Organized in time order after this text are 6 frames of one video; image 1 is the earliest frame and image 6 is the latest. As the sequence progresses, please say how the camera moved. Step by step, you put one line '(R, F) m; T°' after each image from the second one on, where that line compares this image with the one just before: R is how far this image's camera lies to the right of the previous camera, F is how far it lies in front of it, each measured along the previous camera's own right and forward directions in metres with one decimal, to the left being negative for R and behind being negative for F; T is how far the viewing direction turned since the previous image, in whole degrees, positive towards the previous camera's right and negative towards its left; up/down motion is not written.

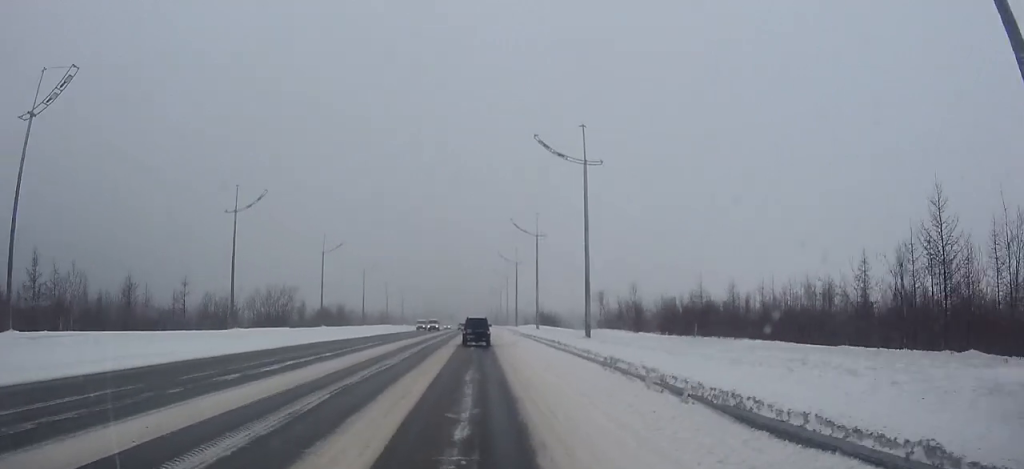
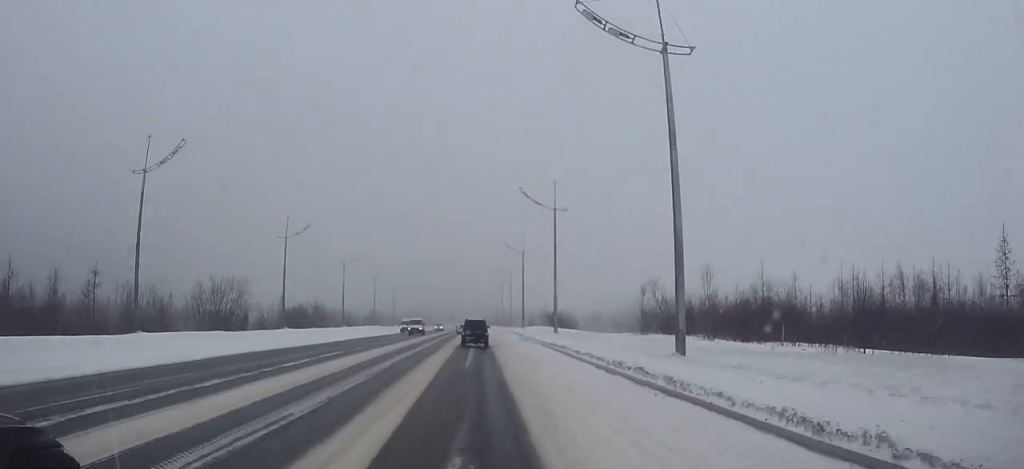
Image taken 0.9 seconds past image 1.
(0.0, +13.3) m; 0°
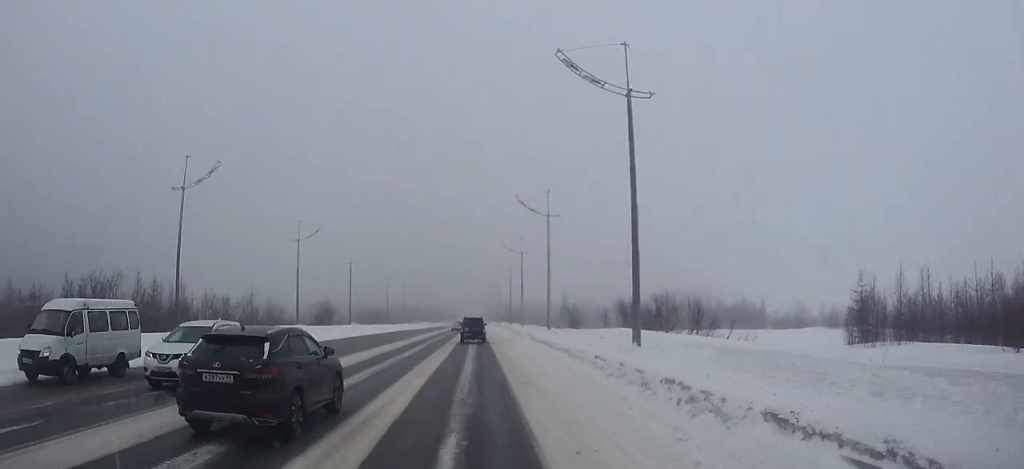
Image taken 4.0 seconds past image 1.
(-0.1, +46.2) m; 0°
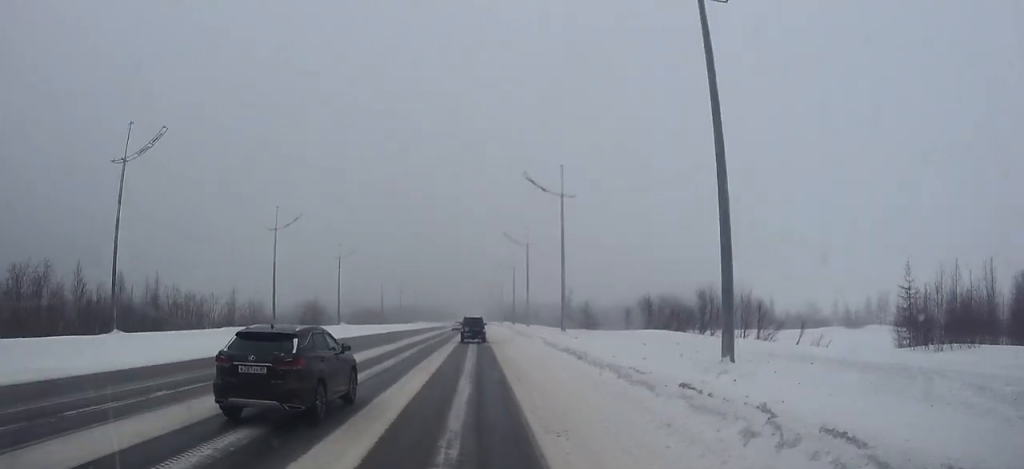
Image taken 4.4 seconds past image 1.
(0.0, +7.2) m; 0°
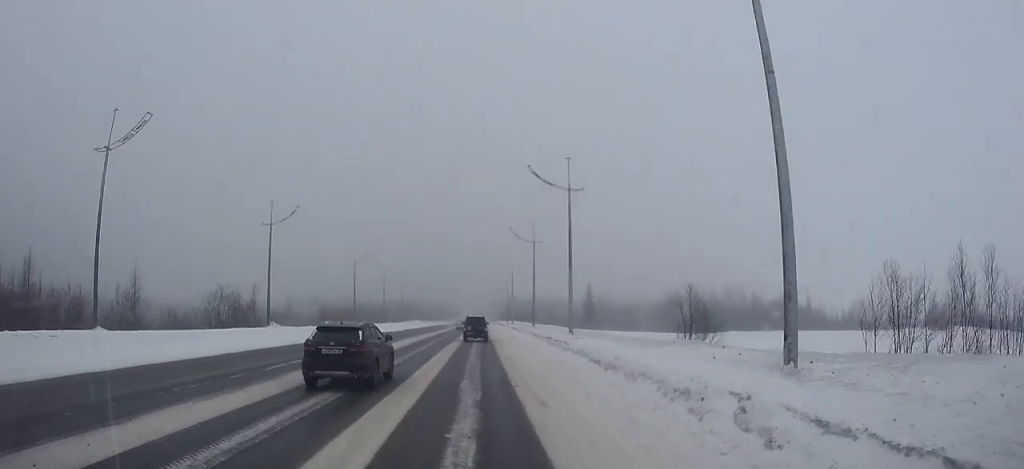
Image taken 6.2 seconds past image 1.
(0.0, +27.0) m; 0°
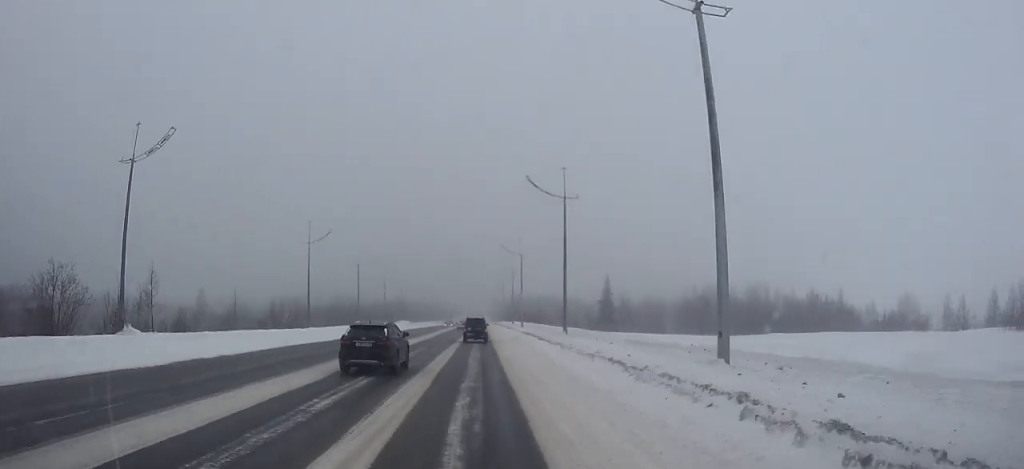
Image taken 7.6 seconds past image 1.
(0.0, +22.2) m; 0°
